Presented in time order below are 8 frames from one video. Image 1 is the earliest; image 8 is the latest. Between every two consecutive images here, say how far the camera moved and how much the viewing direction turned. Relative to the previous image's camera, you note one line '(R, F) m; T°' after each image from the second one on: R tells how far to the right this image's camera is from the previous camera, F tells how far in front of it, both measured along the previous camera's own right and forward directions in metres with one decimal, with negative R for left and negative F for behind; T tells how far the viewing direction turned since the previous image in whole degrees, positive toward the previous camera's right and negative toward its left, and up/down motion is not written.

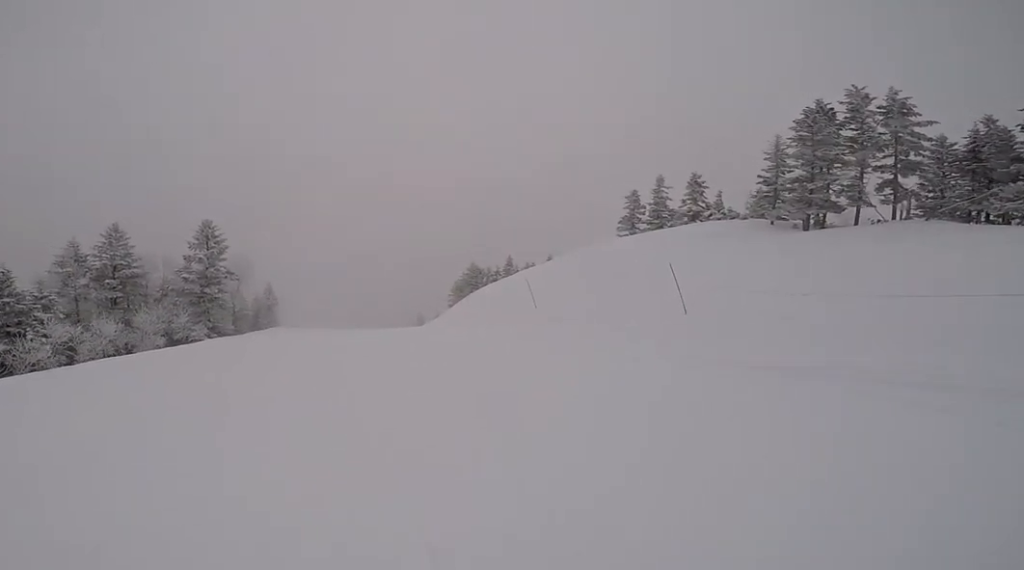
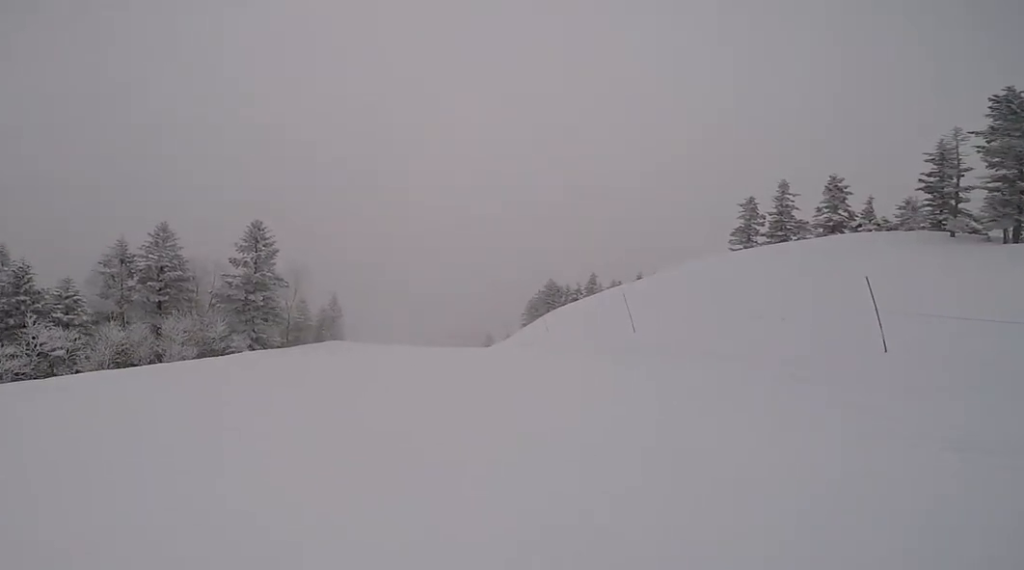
(-0.4, +3.8) m; -6°
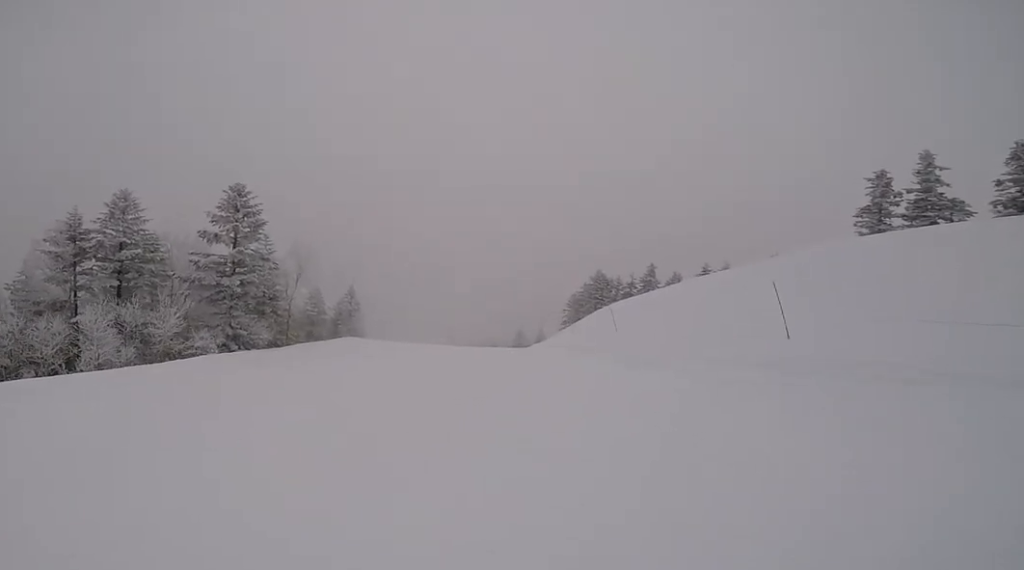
(0.0, +6.4) m; 0°
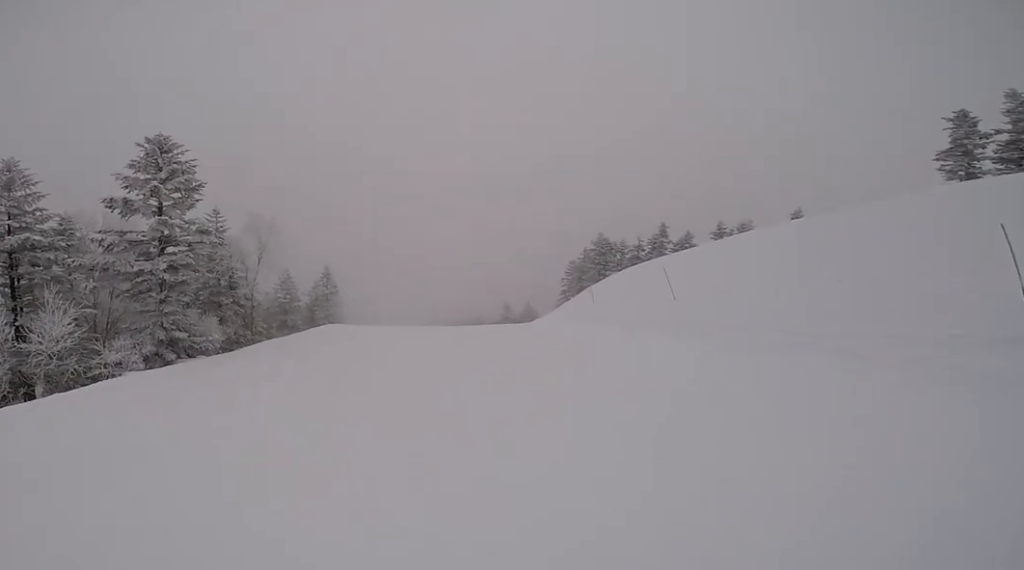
(0.0, +5.3) m; +9°
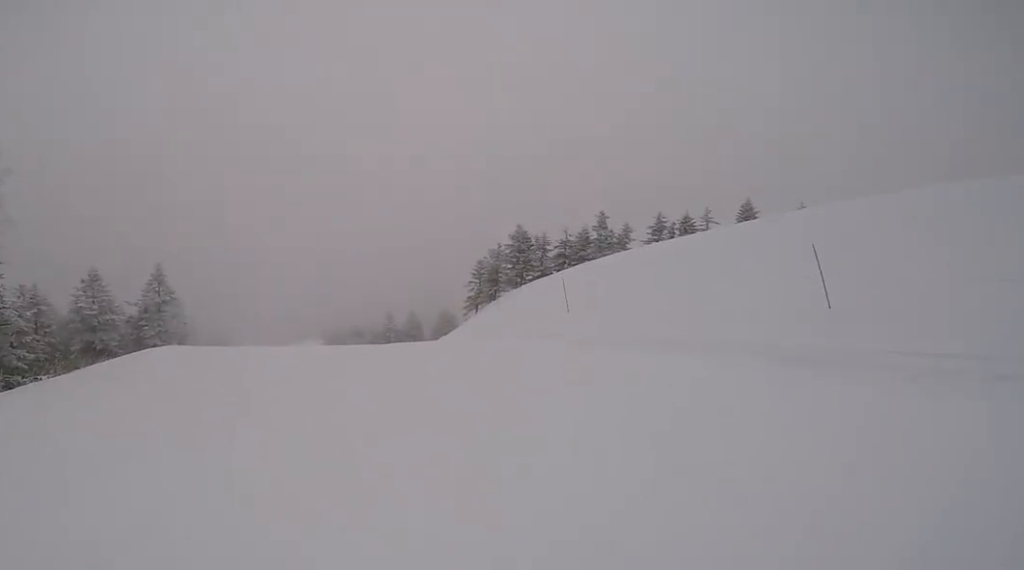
(+2.1, +11.2) m; +11°
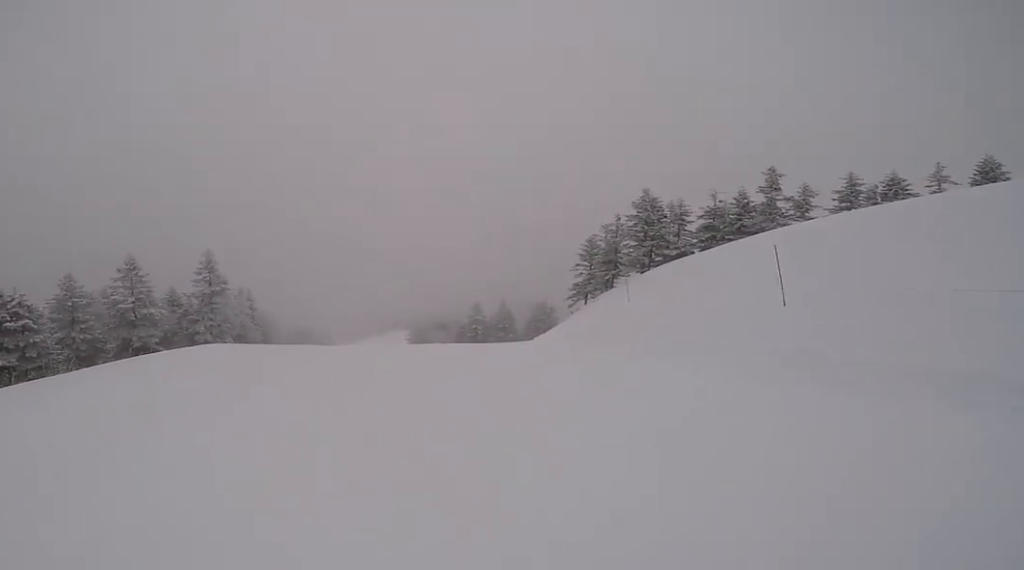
(-0.2, +7.6) m; -16°
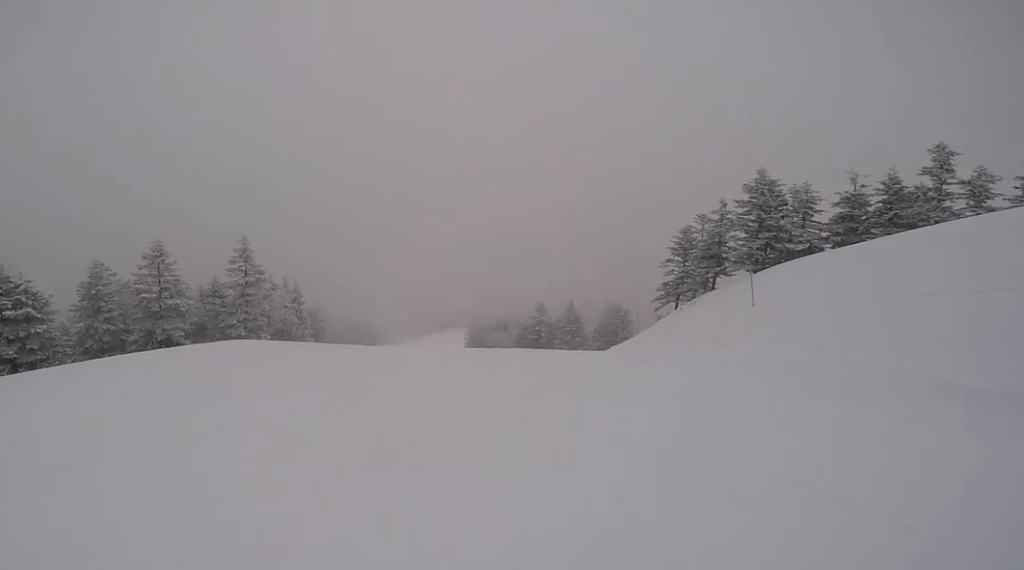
(-0.7, +4.2) m; -8°
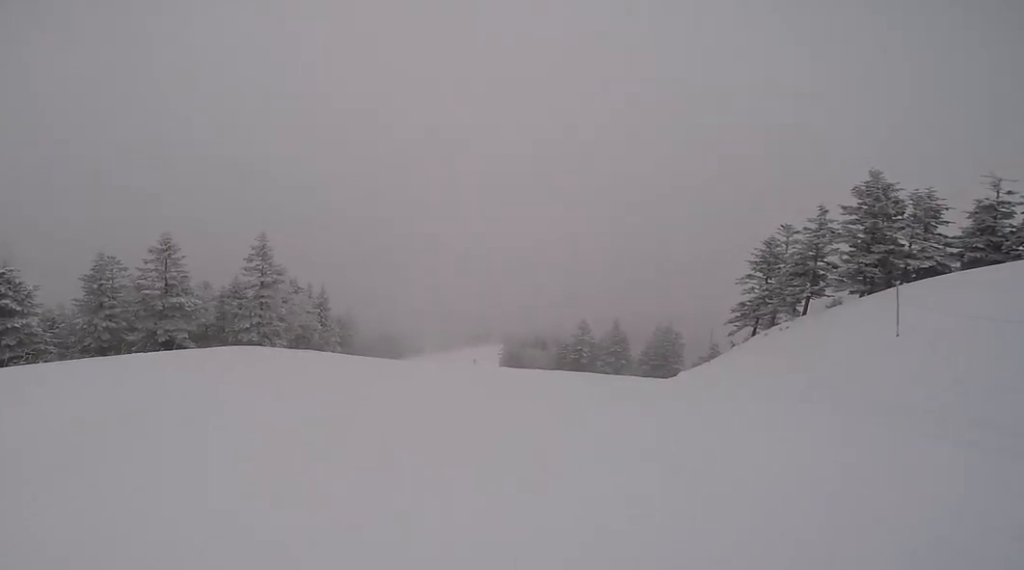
(-0.8, +3.5) m; -4°
